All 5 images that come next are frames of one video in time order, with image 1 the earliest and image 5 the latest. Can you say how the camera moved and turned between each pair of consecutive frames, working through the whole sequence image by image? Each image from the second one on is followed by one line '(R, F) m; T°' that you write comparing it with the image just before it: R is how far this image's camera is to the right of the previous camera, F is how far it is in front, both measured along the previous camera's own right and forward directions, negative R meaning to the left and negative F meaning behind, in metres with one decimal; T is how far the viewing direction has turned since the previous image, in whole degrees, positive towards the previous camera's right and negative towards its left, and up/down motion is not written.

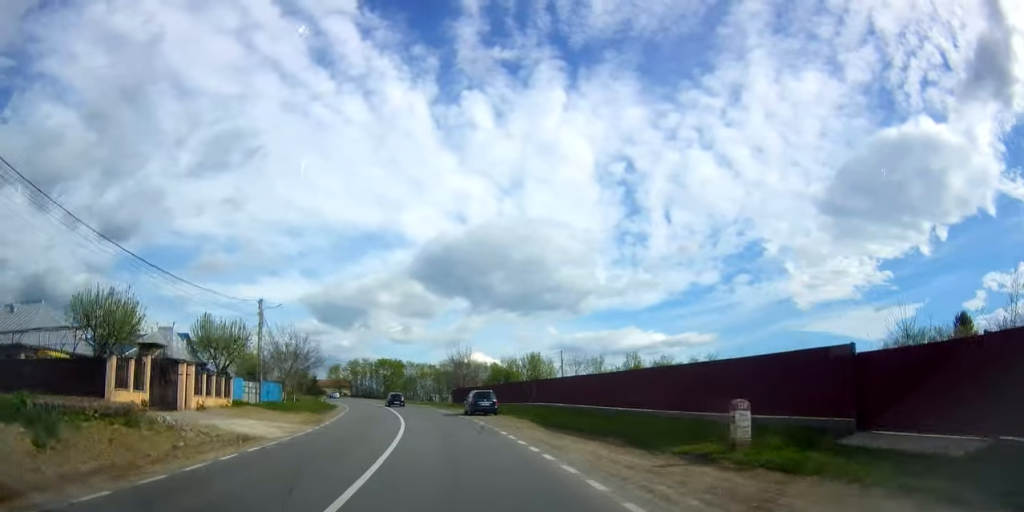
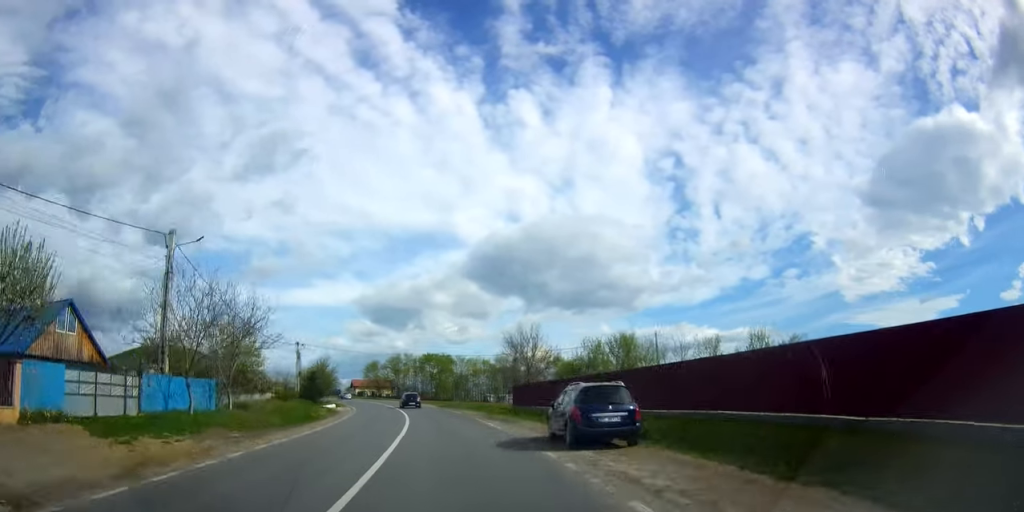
(-0.9, +21.3) m; -5°
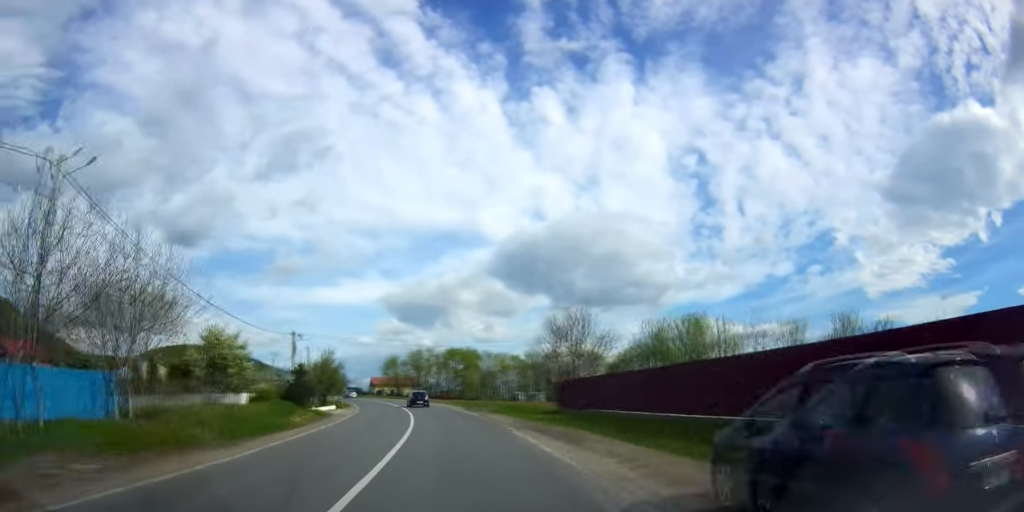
(-0.1, +10.6) m; -2°
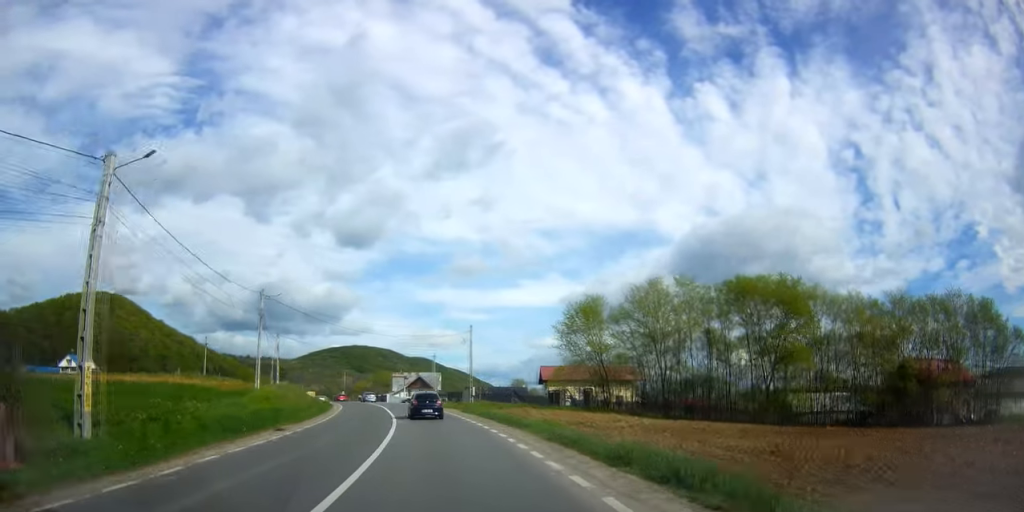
(-14.4, +79.6) m; -20°
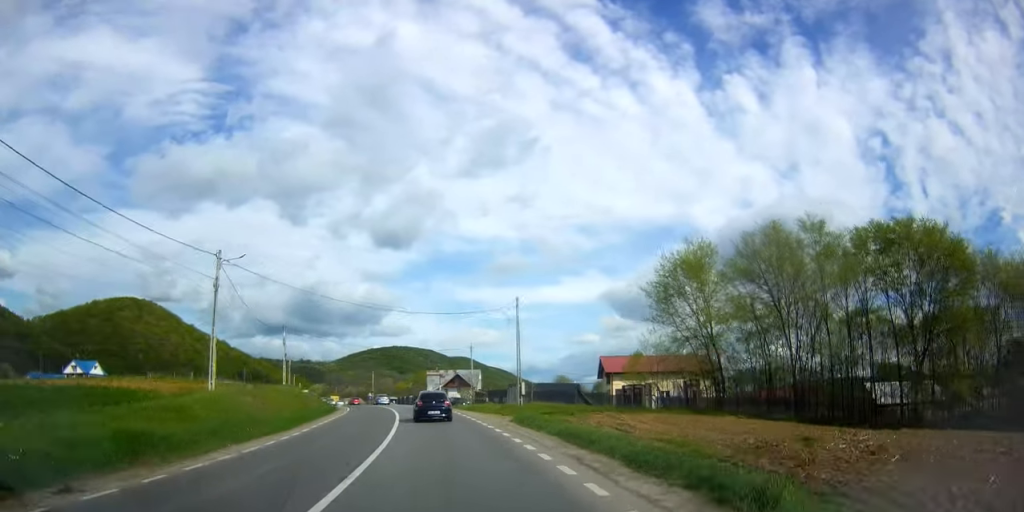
(-0.6, +15.9) m; -4°
